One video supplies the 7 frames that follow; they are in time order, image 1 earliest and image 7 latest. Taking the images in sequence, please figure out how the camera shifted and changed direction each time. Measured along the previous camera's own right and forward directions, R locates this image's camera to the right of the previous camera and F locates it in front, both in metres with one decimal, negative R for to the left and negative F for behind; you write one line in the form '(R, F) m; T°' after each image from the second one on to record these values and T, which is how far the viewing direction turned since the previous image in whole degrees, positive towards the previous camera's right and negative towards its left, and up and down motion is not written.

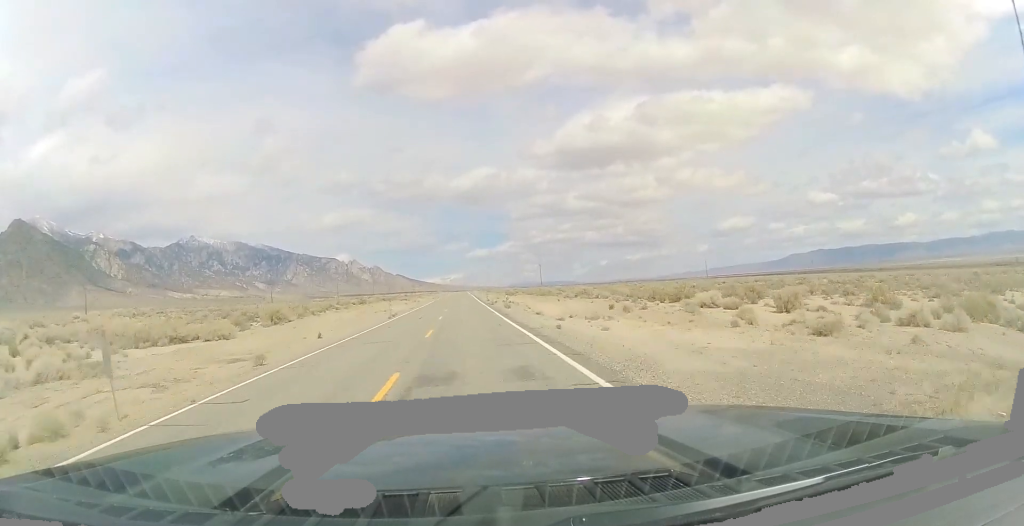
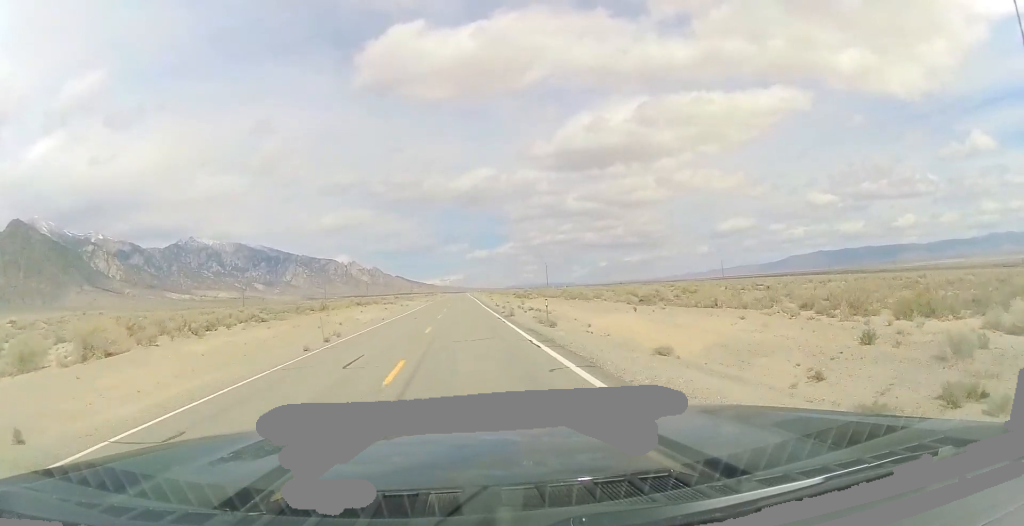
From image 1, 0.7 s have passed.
(-0.1, +22.1) m; 0°
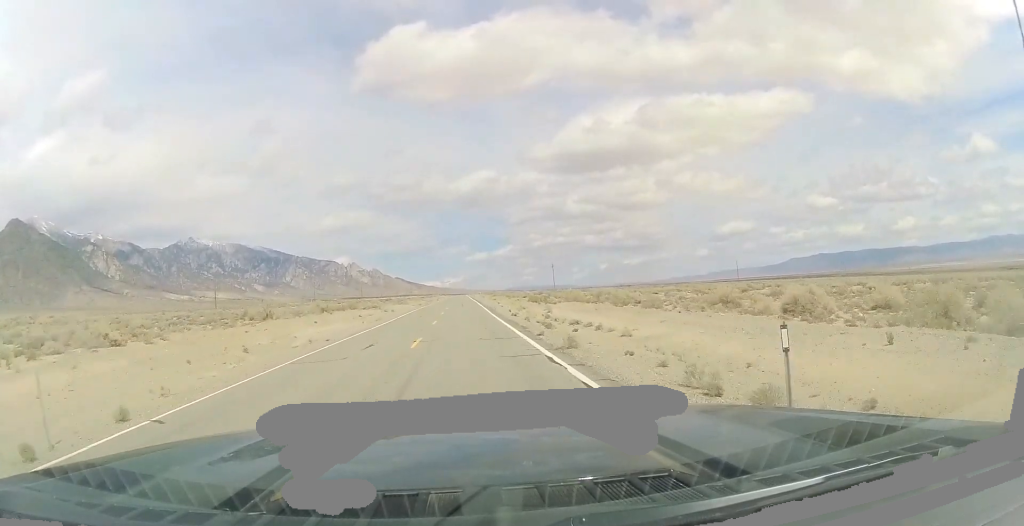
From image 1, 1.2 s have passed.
(-0.1, +17.7) m; -1°
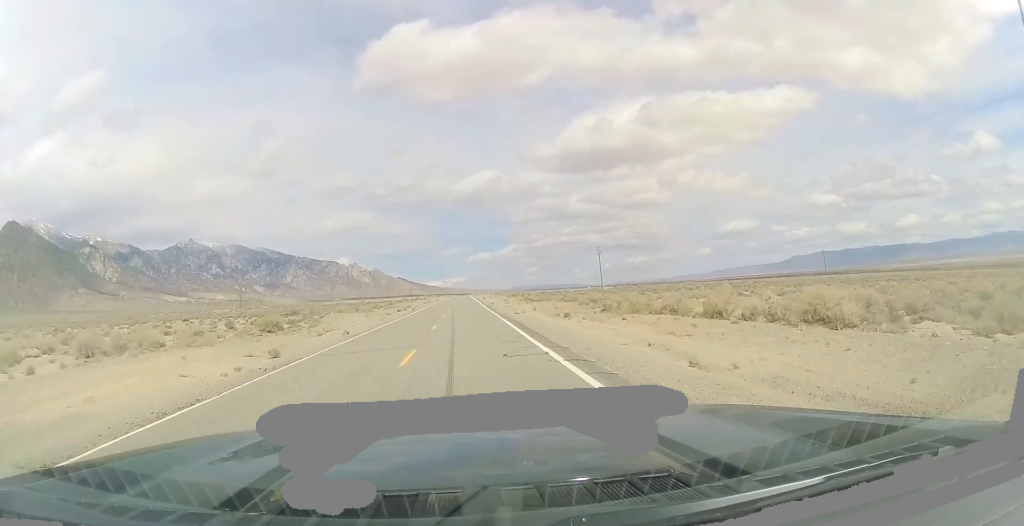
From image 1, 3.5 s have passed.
(-0.7, +77.1) m; -1°
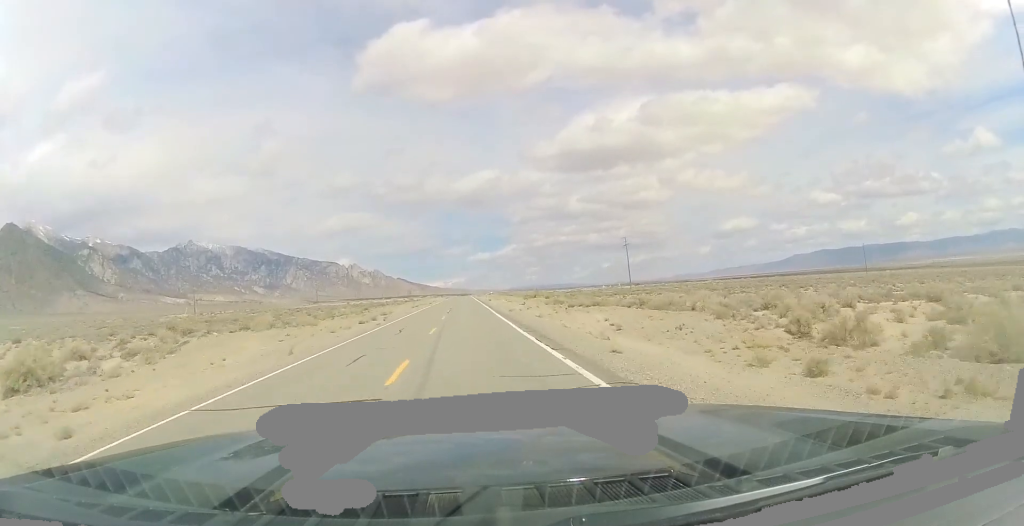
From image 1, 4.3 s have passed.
(-0.1, +26.8) m; 0°
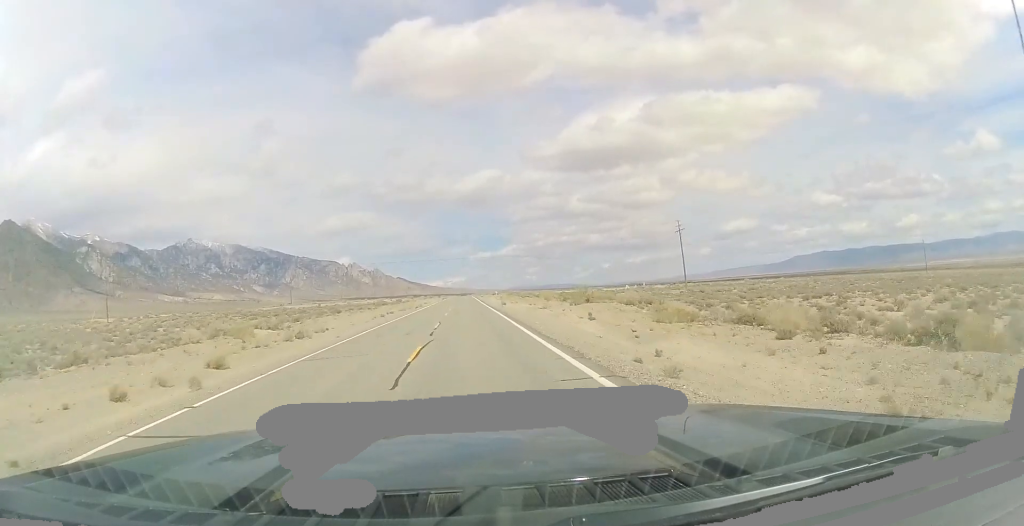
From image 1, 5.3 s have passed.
(+0.3, +33.6) m; 0°
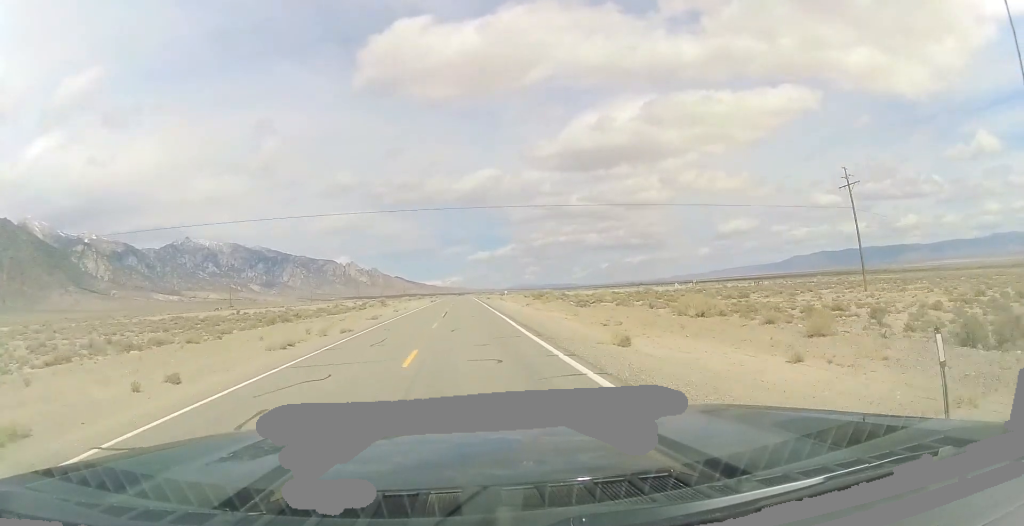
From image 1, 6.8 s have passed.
(-0.3, +49.5) m; 0°
